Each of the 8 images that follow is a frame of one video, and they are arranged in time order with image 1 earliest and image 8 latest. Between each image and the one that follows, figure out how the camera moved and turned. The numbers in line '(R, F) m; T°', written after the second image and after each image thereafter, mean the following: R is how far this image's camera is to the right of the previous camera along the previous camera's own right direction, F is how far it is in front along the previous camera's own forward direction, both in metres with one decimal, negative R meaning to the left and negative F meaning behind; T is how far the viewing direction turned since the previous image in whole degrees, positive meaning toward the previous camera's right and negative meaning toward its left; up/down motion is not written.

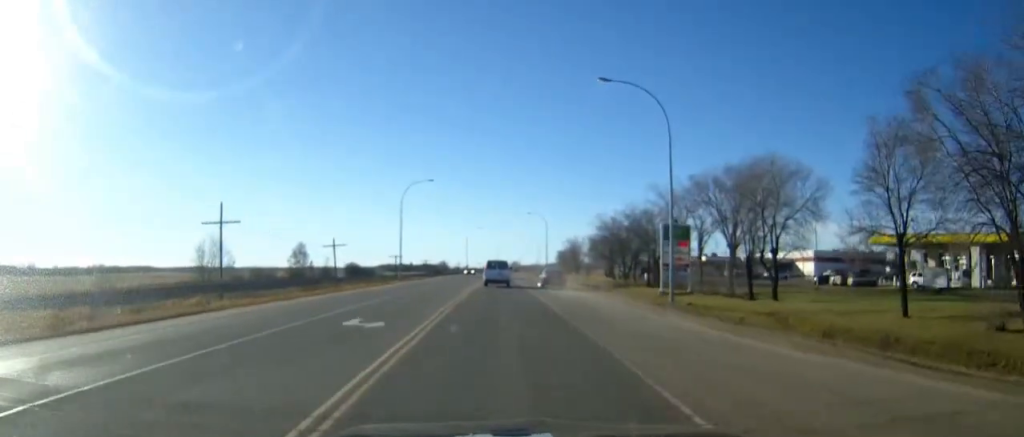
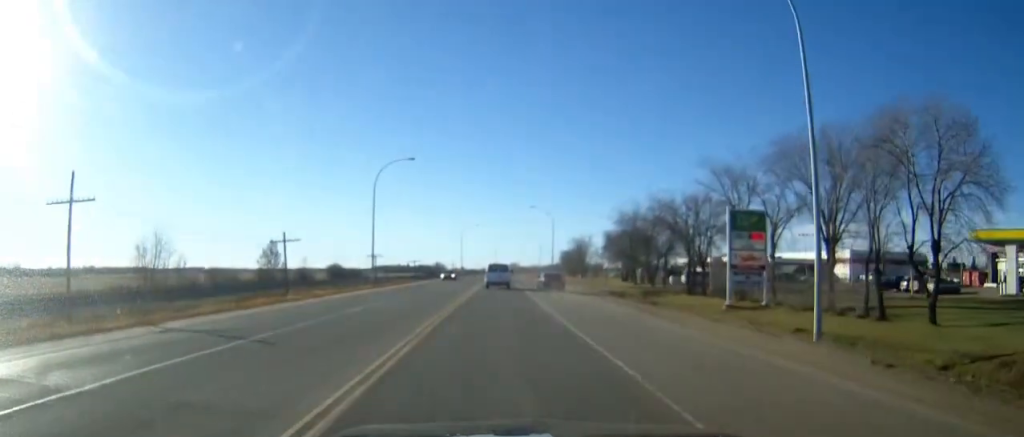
(0.0, +20.0) m; 0°
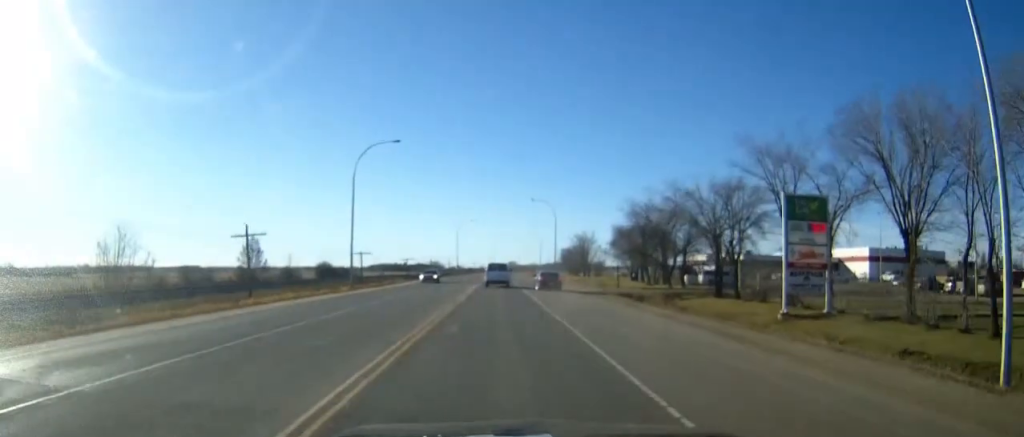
(0.0, +10.0) m; 0°
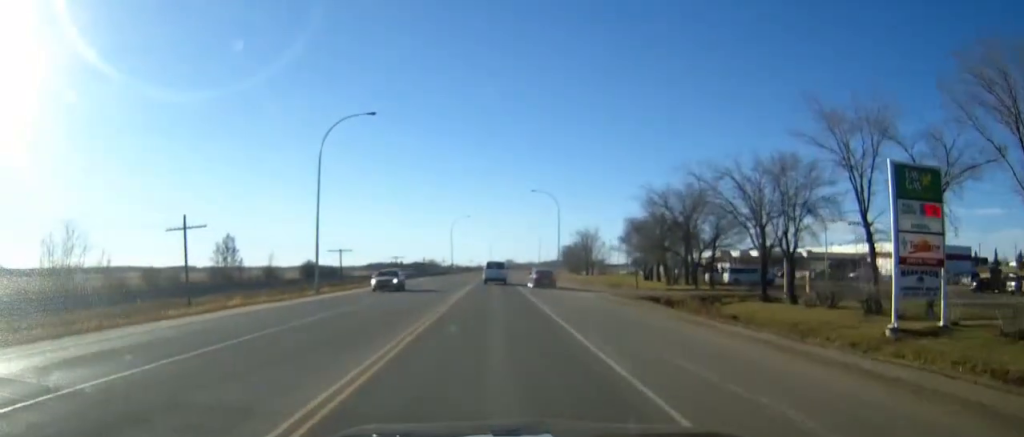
(0.0, +11.6) m; 0°
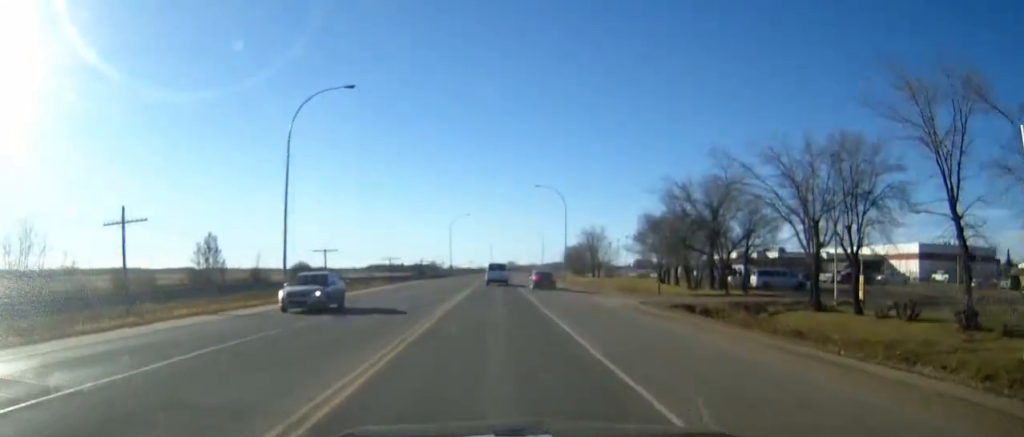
(0.0, +8.5) m; 0°
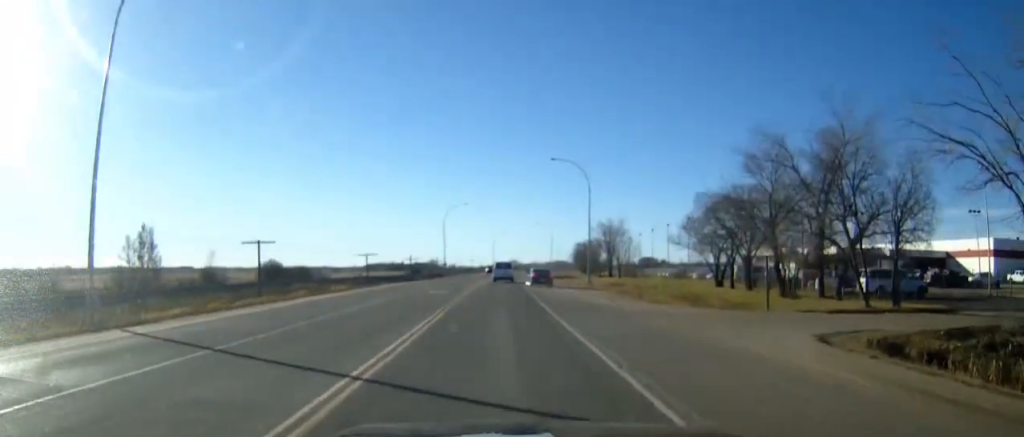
(-0.1, +22.5) m; 0°
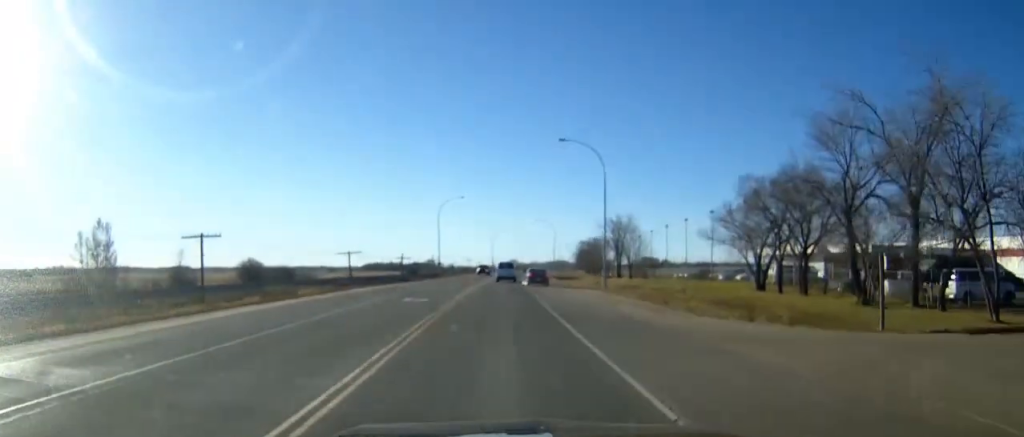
(0.0, +11.0) m; 0°
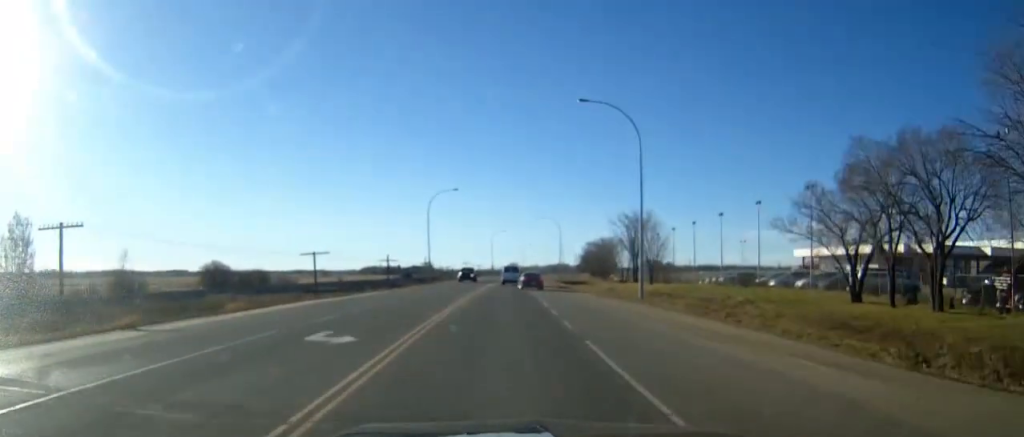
(0.0, +16.0) m; 0°
